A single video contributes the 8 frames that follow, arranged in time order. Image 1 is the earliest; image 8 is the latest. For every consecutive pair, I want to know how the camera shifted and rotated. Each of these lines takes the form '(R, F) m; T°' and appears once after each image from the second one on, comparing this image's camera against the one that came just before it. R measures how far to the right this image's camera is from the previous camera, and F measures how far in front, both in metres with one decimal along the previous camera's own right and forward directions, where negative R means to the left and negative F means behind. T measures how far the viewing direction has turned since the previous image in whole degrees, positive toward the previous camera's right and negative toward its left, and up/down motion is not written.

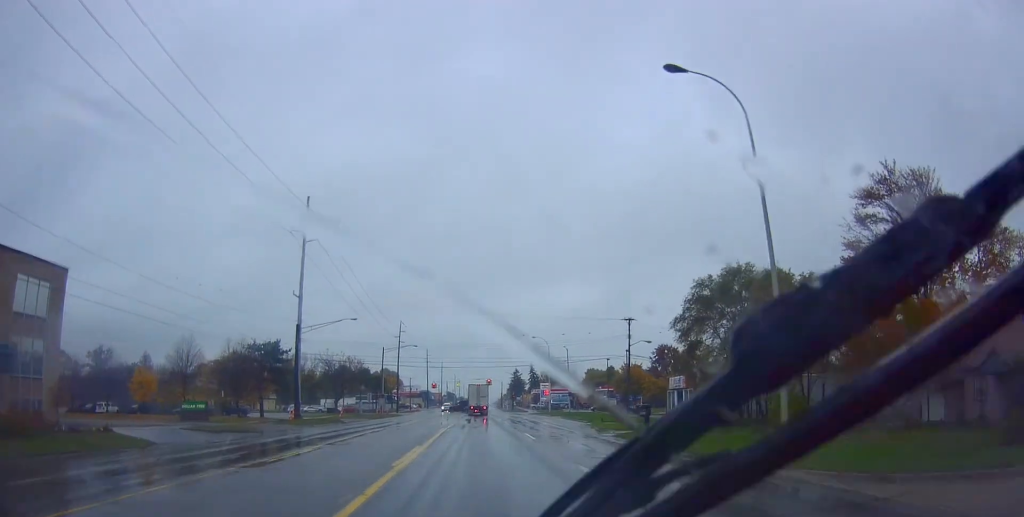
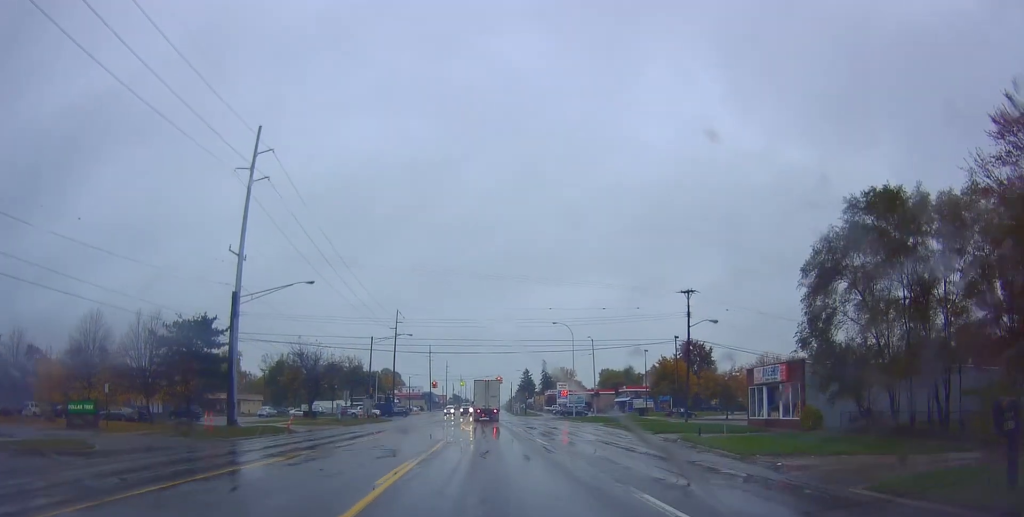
(-0.7, +20.3) m; -3°
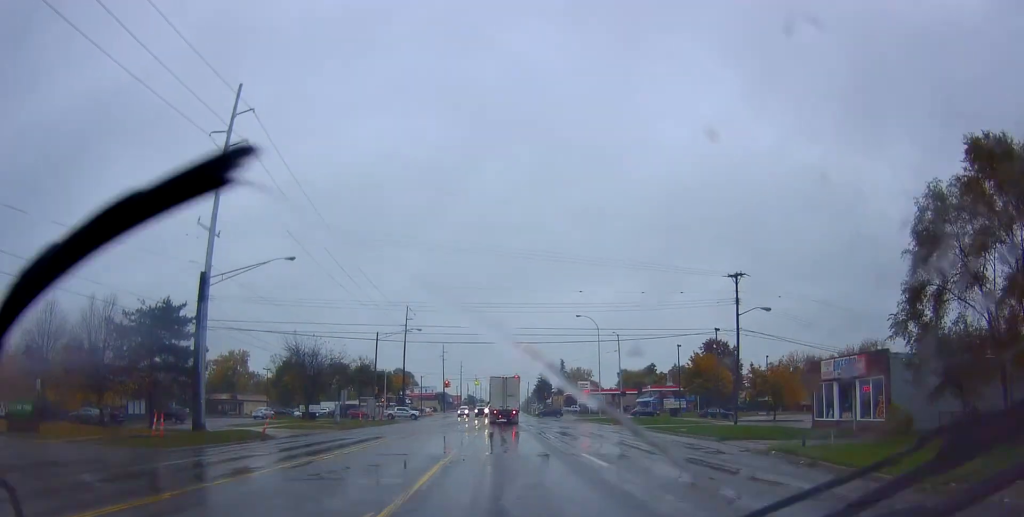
(+0.2, +8.3) m; 0°
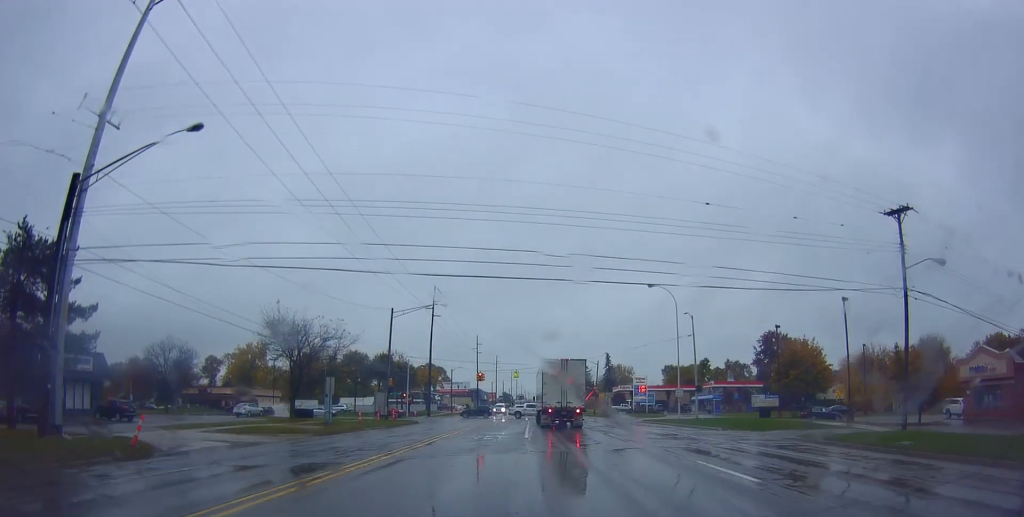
(-0.5, +18.0) m; -2°
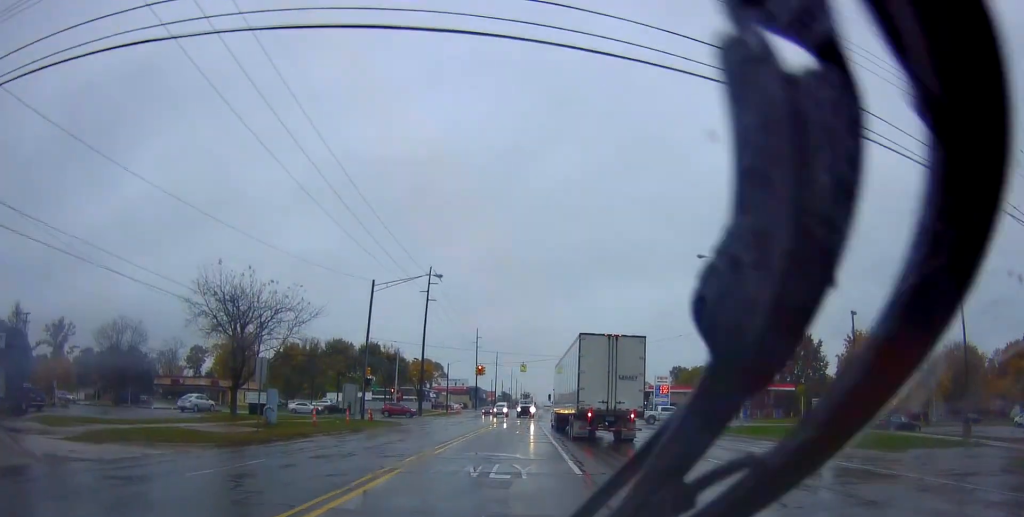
(+0.1, +13.1) m; +1°
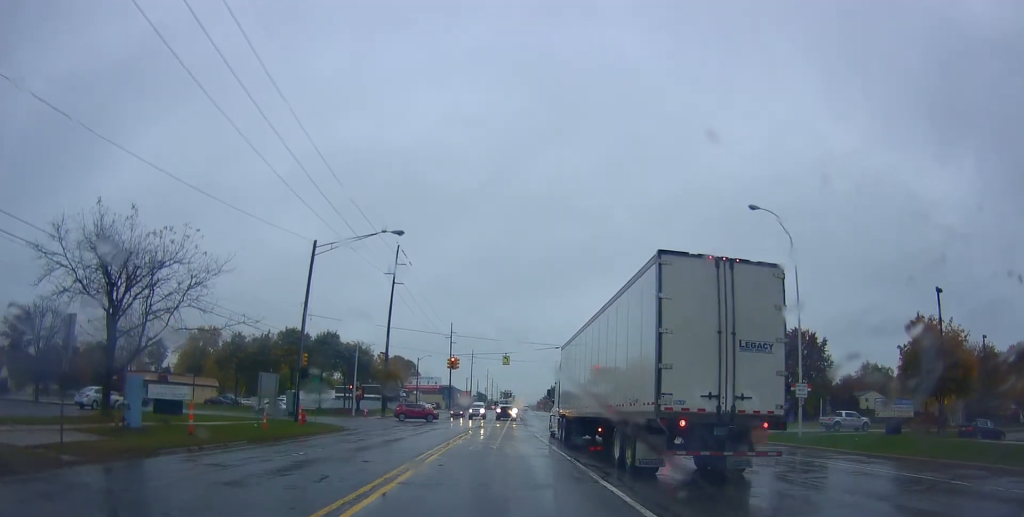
(-0.2, +13.7) m; -2°
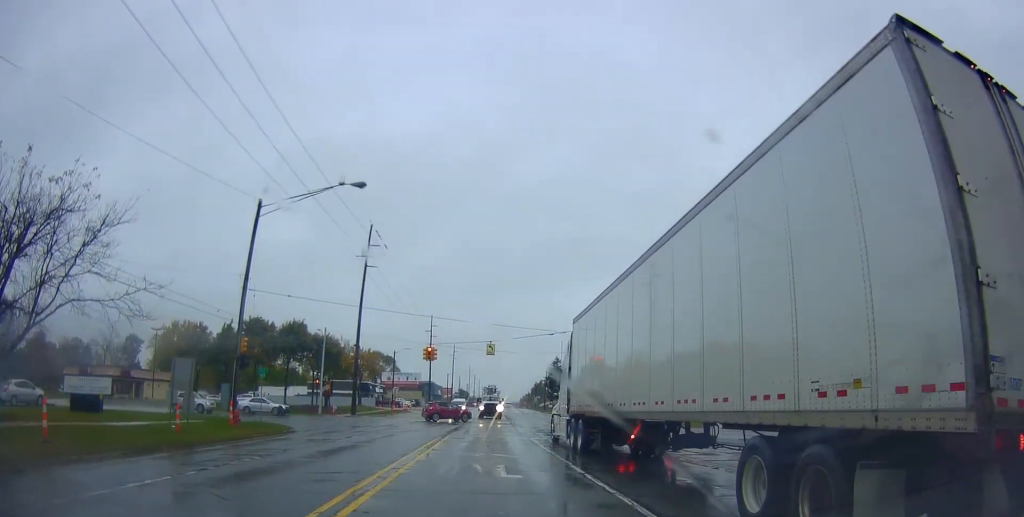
(-0.1, +8.7) m; +1°
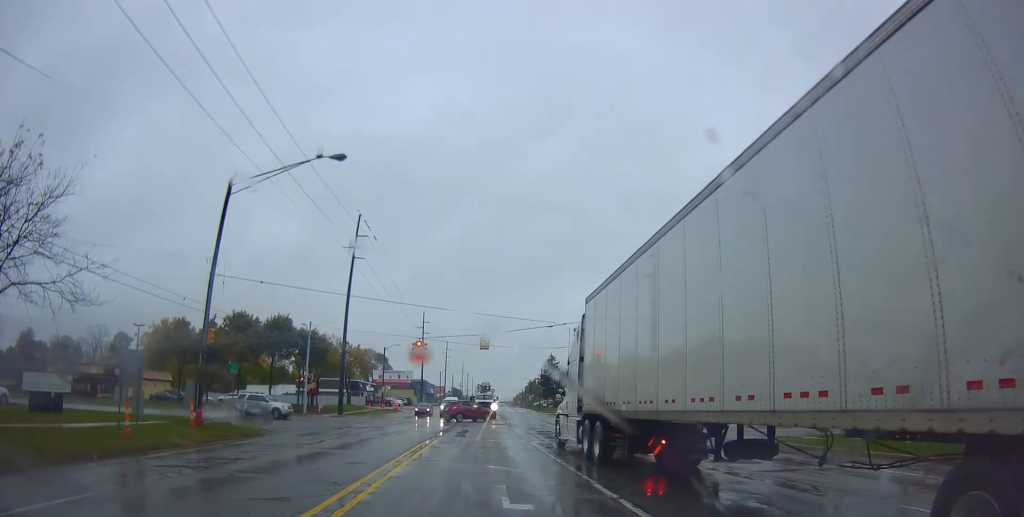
(0.0, +4.0) m; +1°
